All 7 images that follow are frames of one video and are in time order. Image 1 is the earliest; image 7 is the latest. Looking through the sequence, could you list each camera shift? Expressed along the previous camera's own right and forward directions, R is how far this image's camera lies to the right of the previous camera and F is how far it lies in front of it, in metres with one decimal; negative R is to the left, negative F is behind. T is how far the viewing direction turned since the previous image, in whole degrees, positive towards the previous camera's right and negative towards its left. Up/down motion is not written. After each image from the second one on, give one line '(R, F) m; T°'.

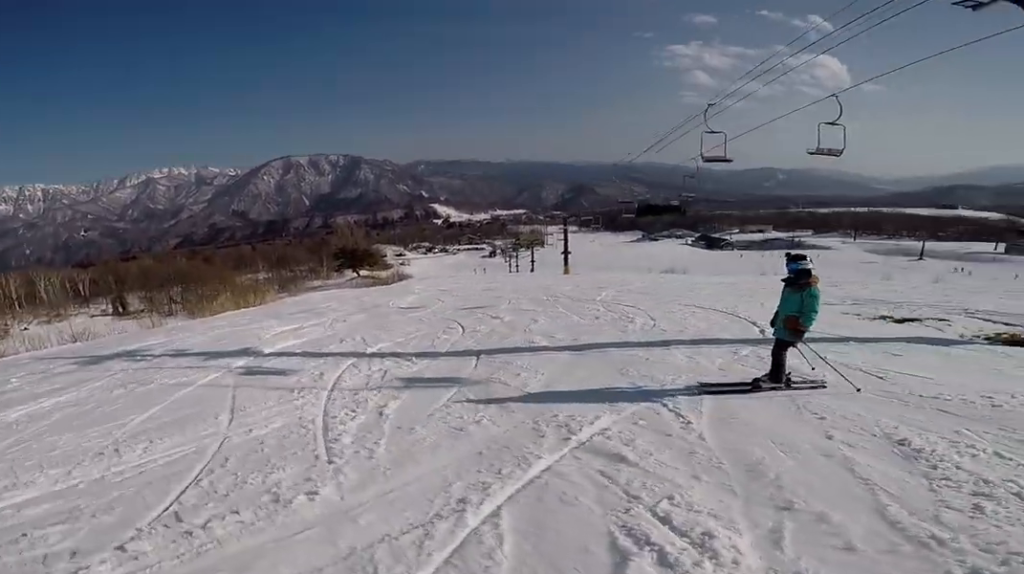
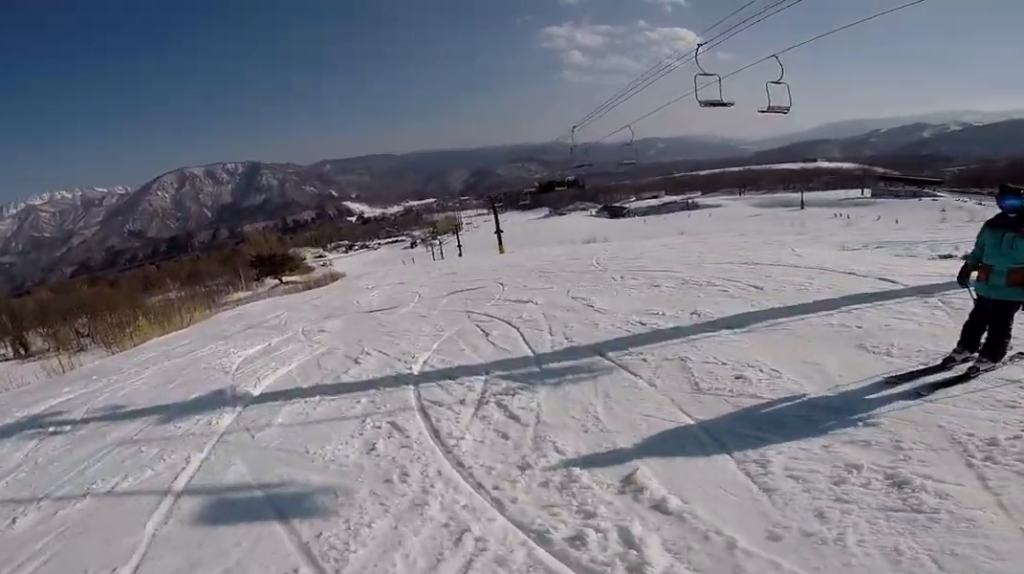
(+0.4, +3.4) m; +14°
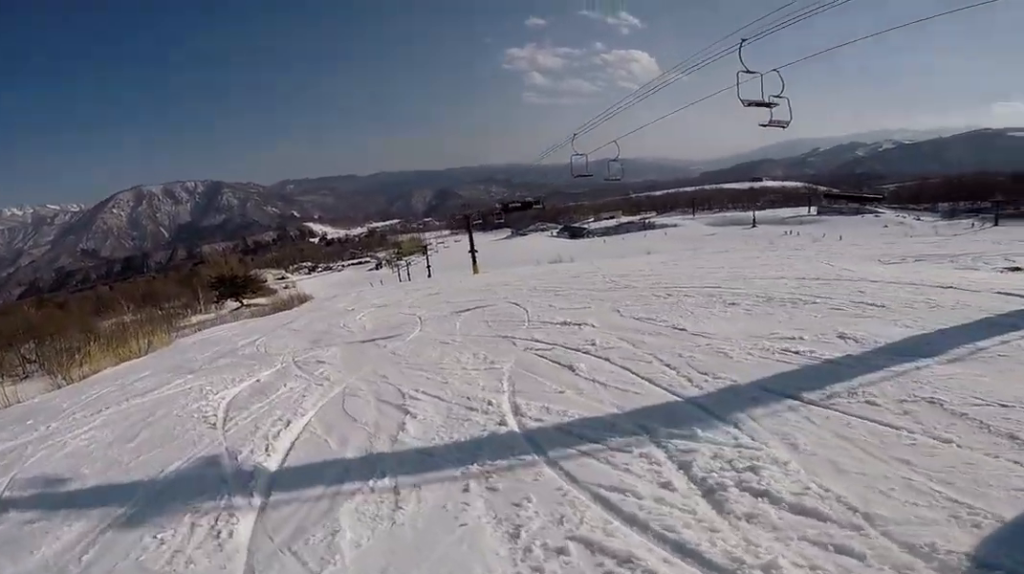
(0.0, +2.0) m; +9°
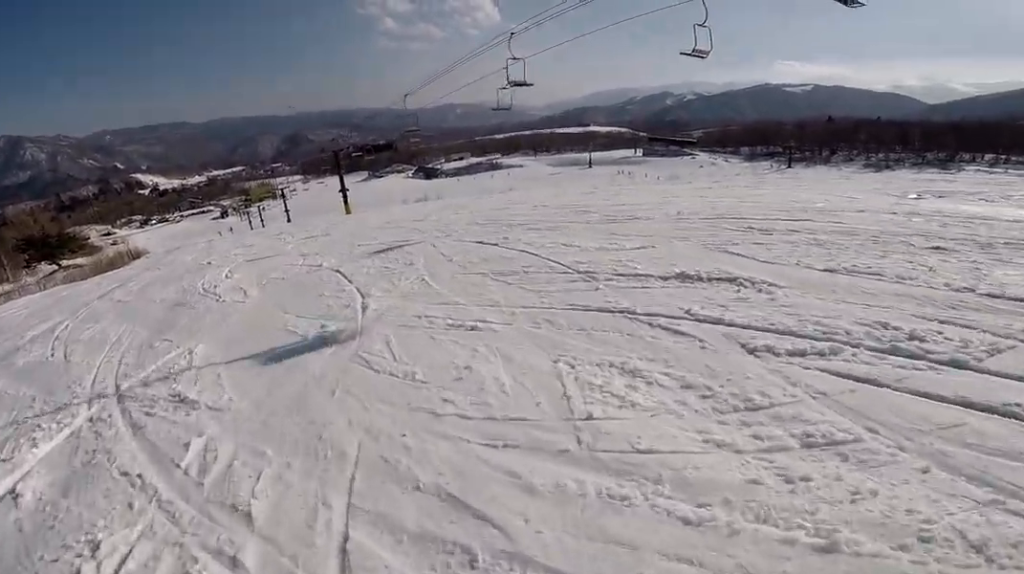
(+0.8, +4.1) m; +21°
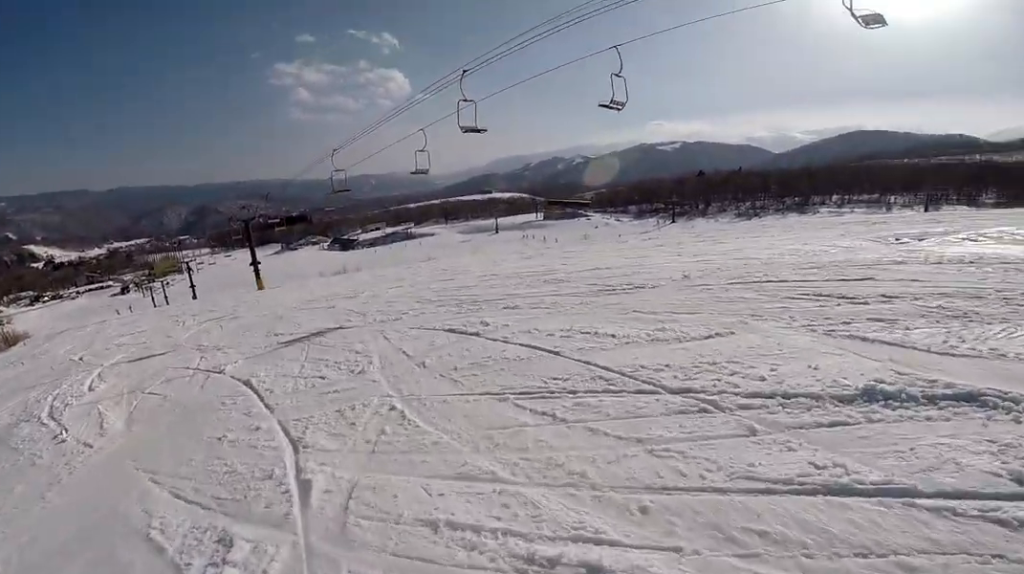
(+0.3, +2.5) m; +10°
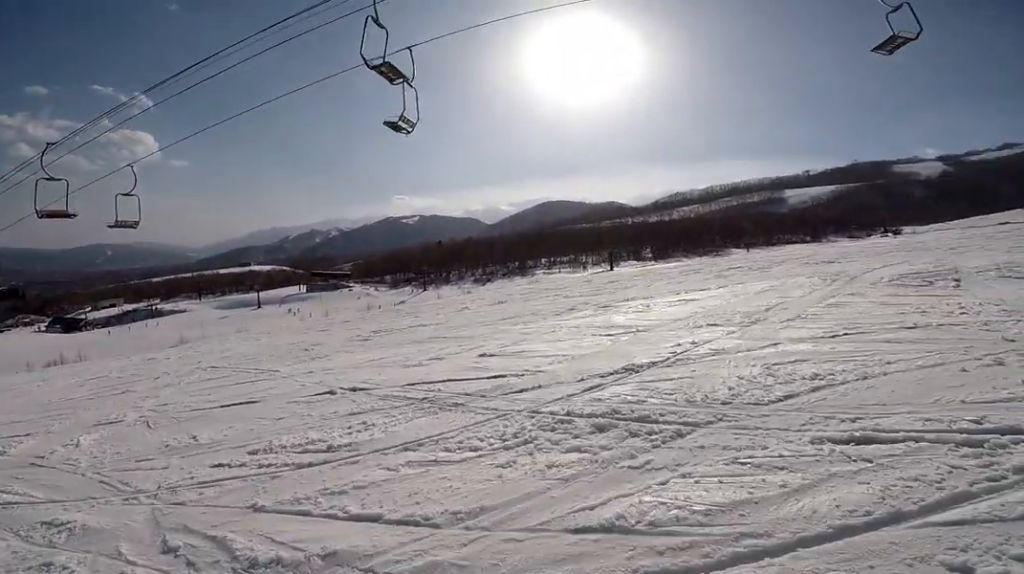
(+1.4, +6.4) m; +21°
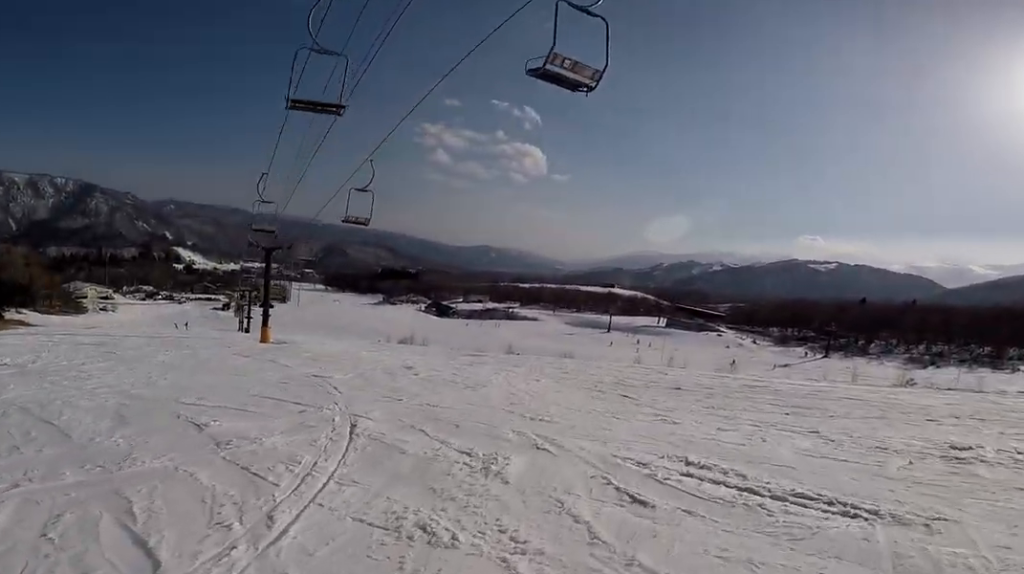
(0.0, +8.3) m; -11°
